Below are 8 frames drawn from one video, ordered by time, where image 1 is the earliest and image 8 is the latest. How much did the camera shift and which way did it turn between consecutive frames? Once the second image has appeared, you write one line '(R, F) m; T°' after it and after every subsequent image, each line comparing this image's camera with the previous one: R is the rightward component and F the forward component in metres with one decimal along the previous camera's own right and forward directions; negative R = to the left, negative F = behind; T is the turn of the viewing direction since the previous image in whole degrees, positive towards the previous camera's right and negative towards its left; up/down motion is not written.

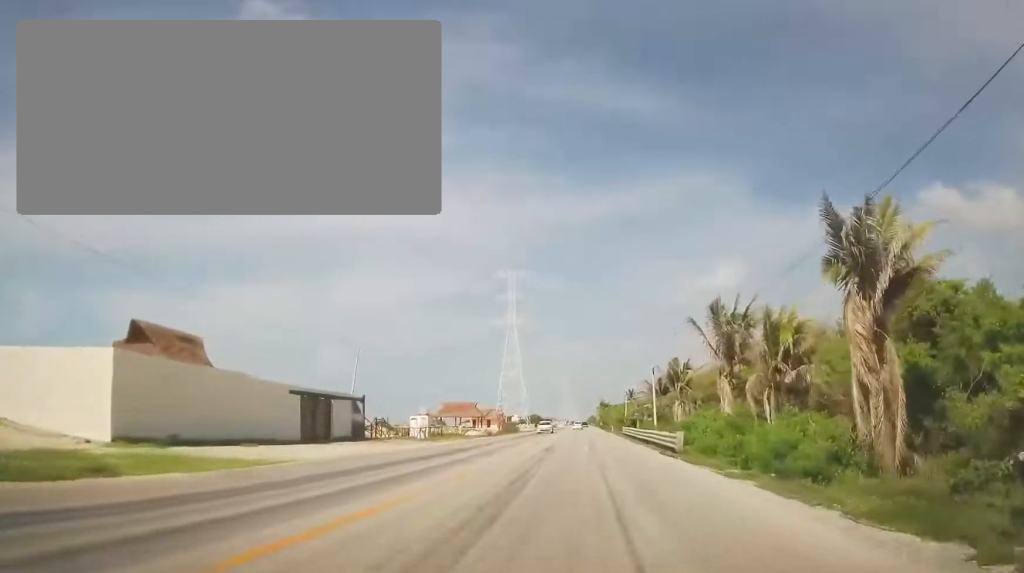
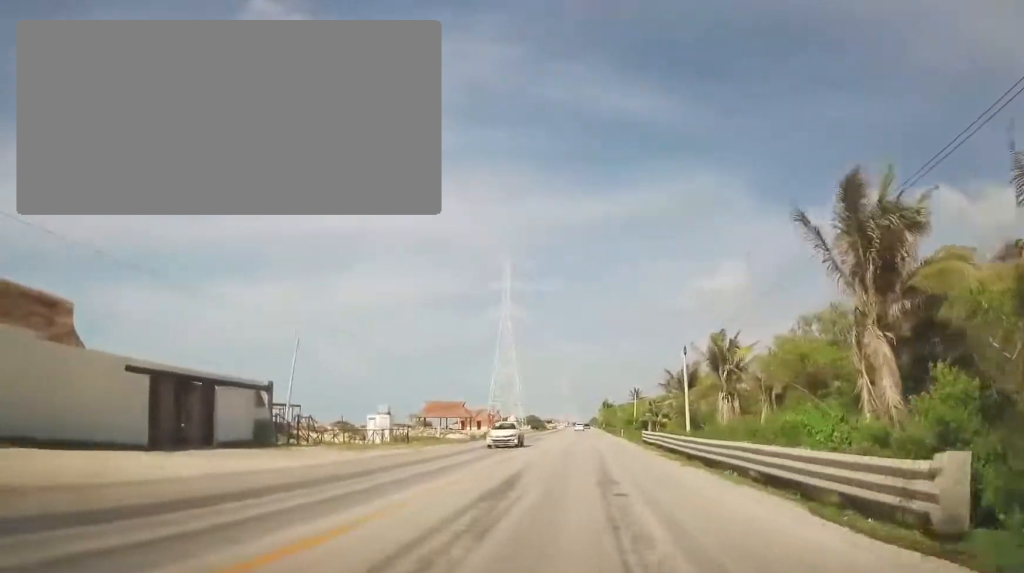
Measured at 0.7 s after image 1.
(0.0, +16.6) m; 0°
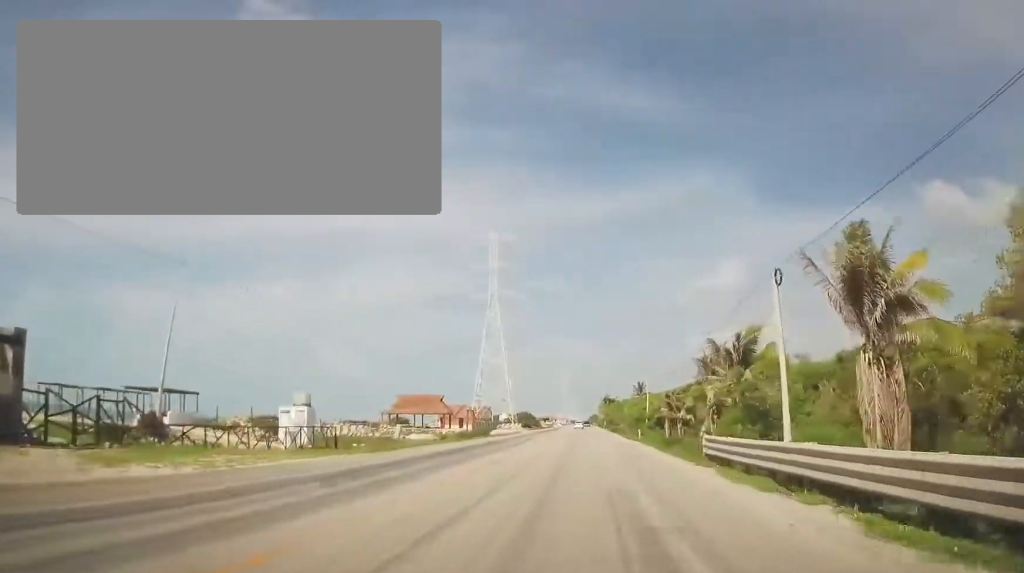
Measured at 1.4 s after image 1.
(-0.3, +19.1) m; 0°
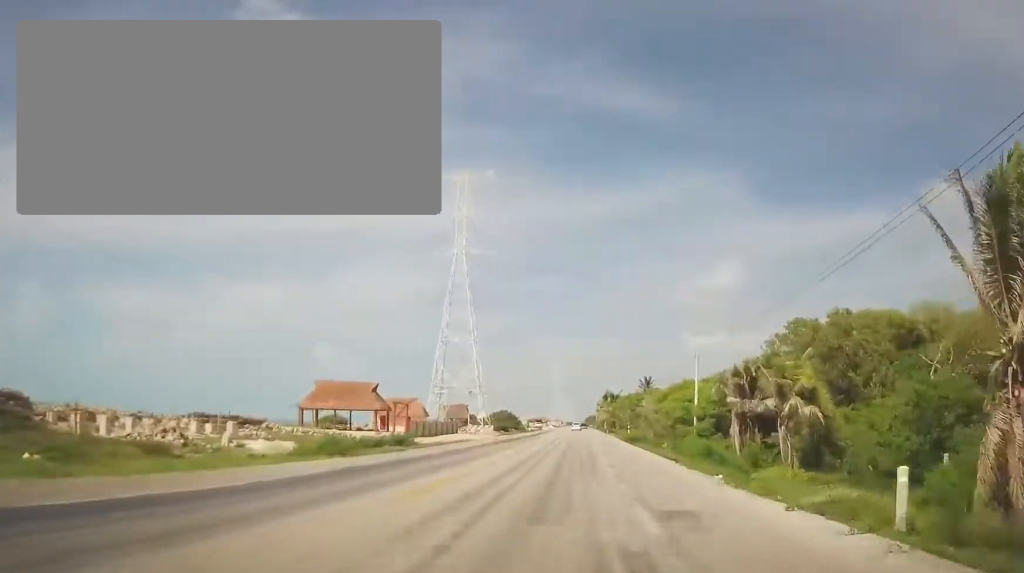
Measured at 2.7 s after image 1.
(+0.2, +33.7) m; 0°
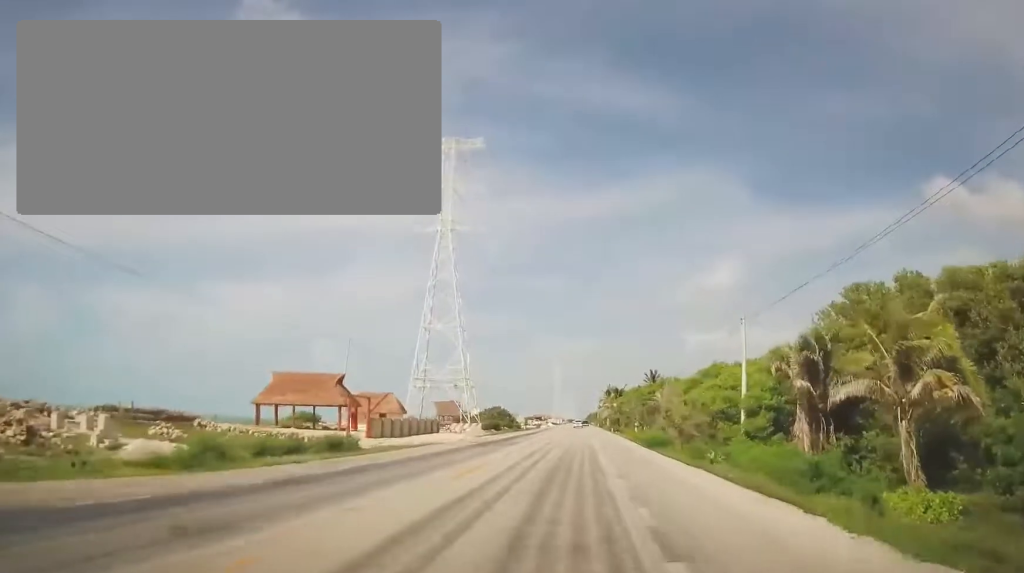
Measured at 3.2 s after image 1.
(0.0, +11.5) m; 0°
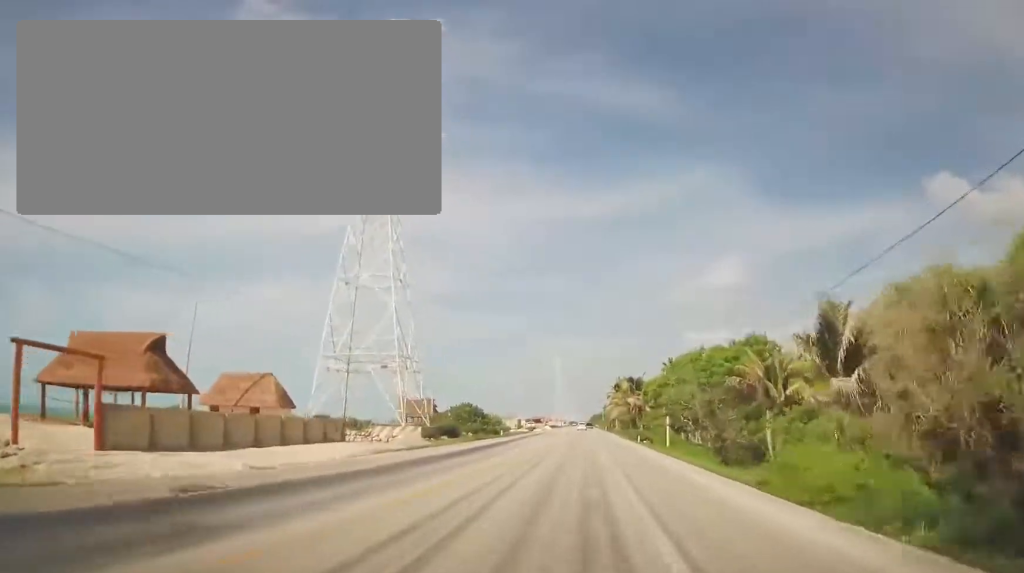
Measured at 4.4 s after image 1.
(-0.2, +30.9) m; +1°
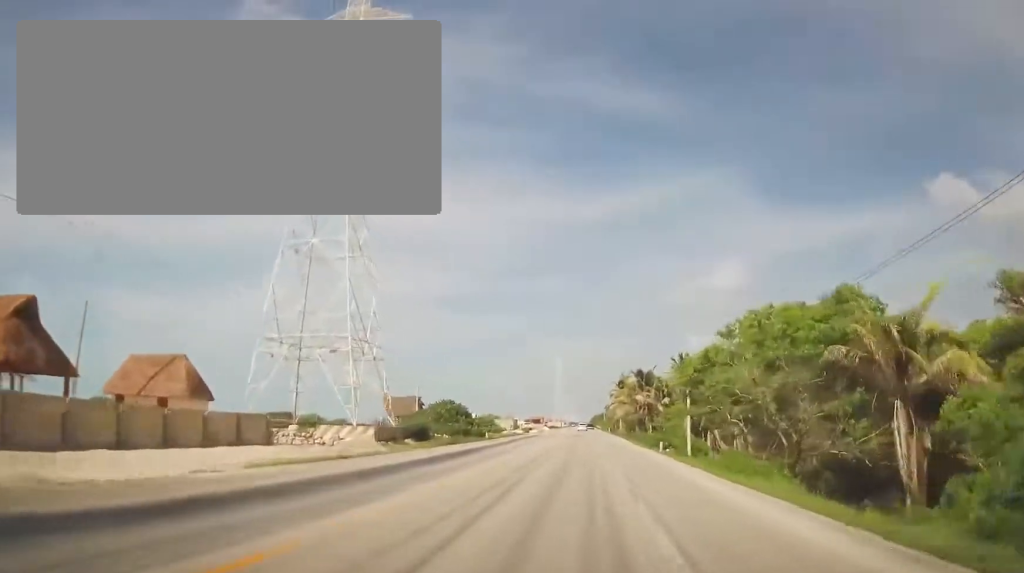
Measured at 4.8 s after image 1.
(+0.3, +11.2) m; 0°
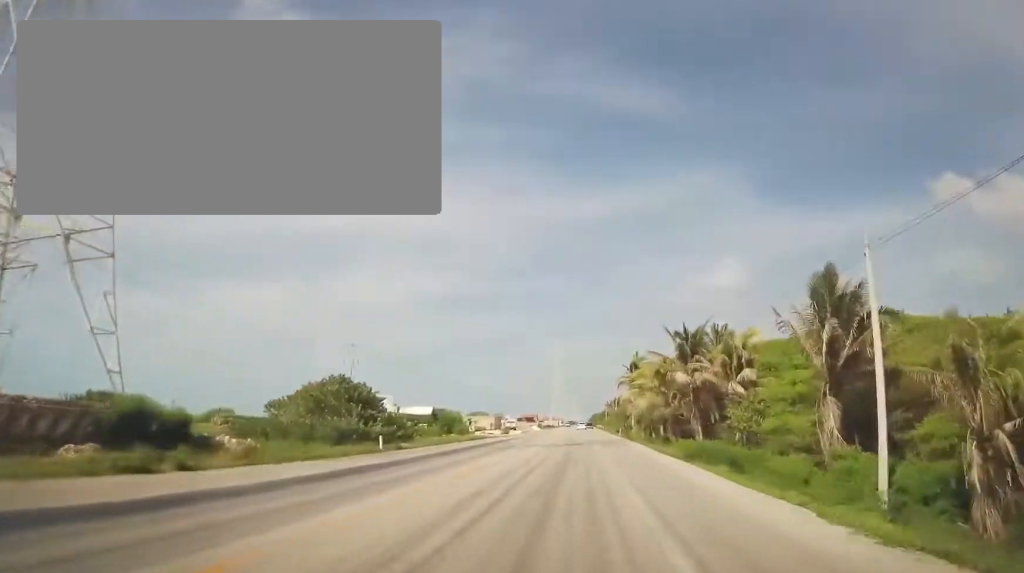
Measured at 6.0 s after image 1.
(-0.1, +30.4) m; -1°
